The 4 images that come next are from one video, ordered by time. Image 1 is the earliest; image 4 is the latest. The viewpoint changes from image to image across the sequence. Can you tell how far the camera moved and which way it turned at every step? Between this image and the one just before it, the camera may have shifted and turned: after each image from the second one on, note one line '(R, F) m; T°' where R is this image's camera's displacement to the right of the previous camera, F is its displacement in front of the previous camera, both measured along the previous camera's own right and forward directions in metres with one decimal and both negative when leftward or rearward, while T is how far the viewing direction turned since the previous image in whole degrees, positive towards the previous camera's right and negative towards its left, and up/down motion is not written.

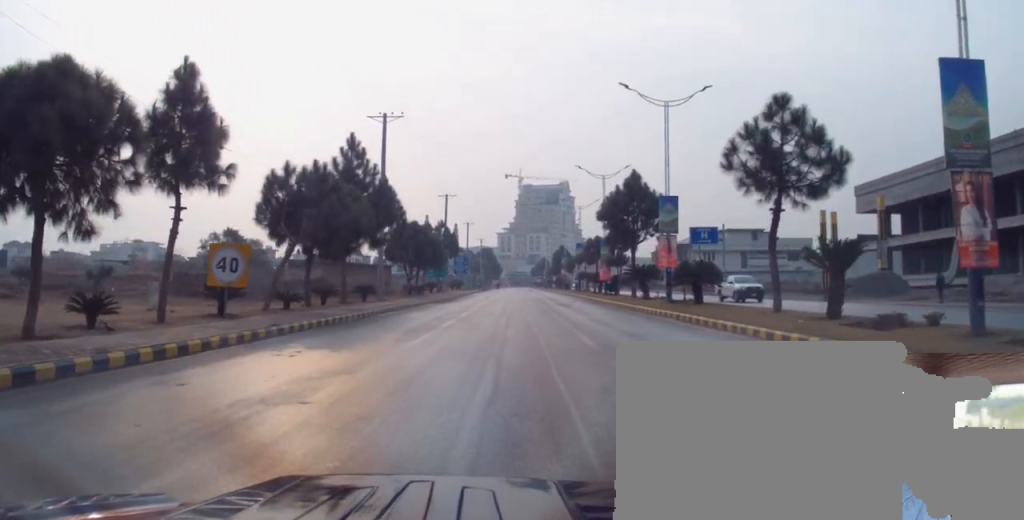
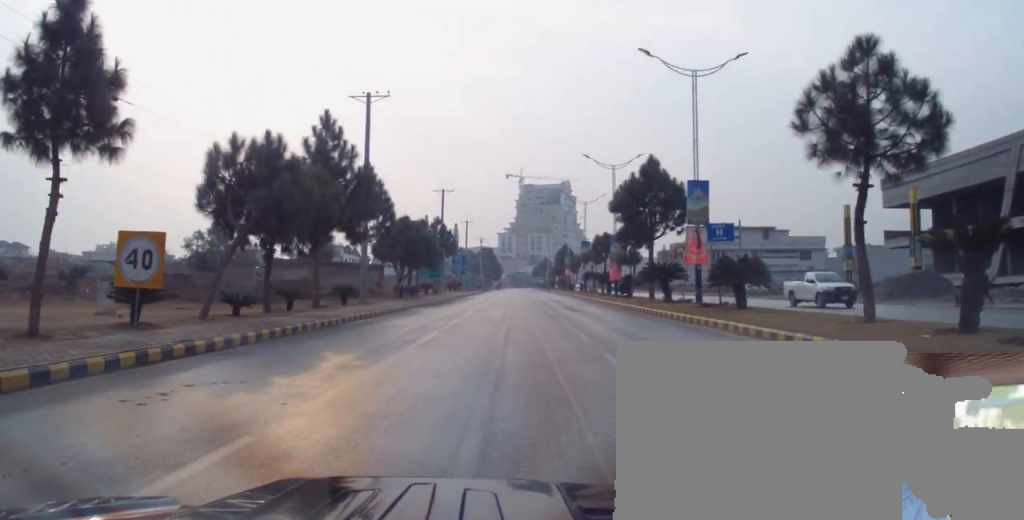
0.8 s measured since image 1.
(-0.1, +5.6) m; -3°
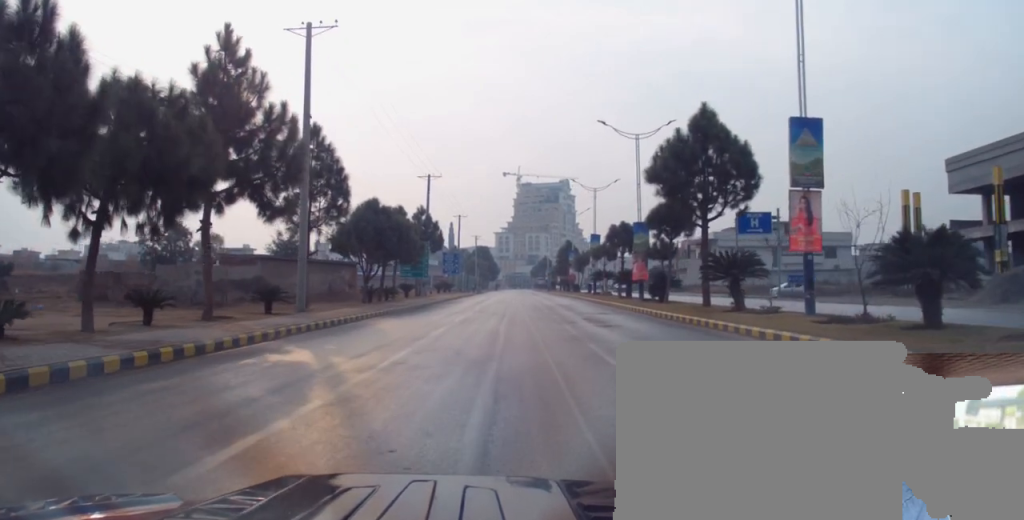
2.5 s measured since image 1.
(-0.2, +12.0) m; +2°
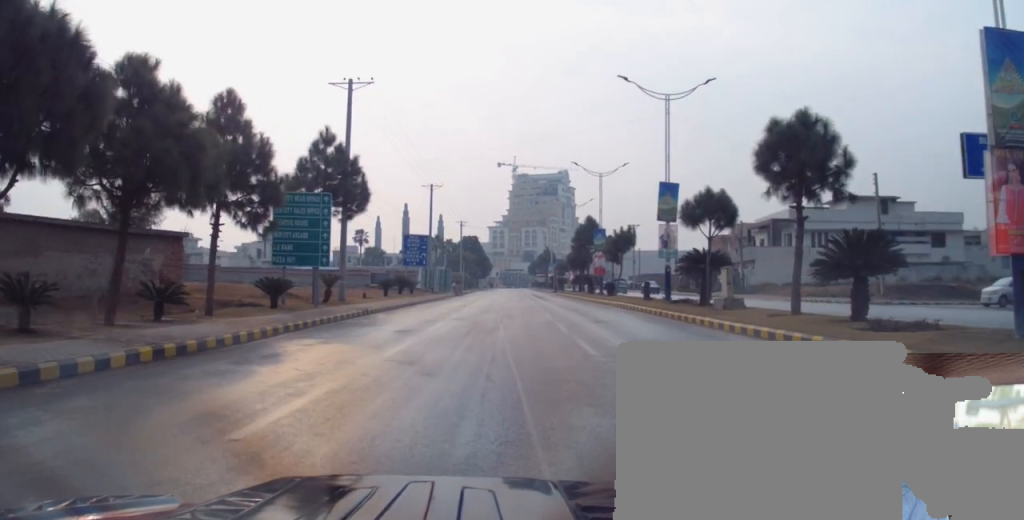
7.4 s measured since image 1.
(+0.8, +33.7) m; +1°
